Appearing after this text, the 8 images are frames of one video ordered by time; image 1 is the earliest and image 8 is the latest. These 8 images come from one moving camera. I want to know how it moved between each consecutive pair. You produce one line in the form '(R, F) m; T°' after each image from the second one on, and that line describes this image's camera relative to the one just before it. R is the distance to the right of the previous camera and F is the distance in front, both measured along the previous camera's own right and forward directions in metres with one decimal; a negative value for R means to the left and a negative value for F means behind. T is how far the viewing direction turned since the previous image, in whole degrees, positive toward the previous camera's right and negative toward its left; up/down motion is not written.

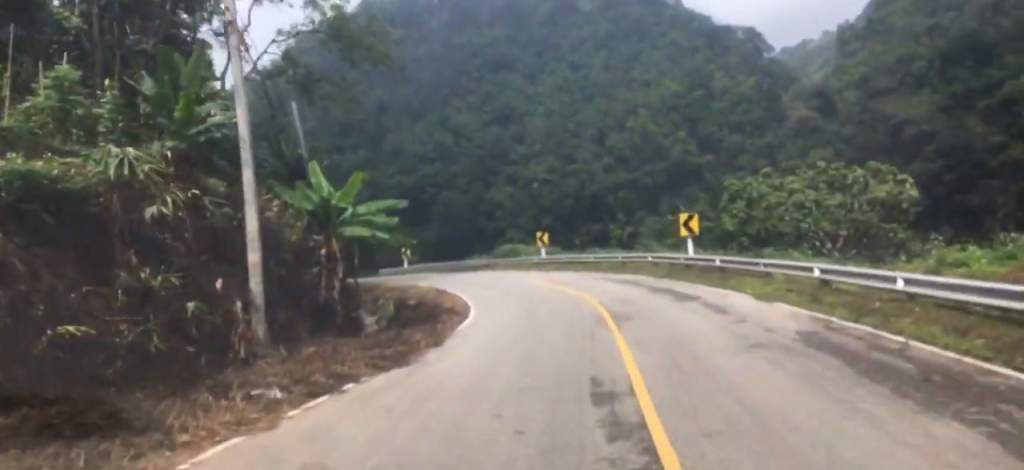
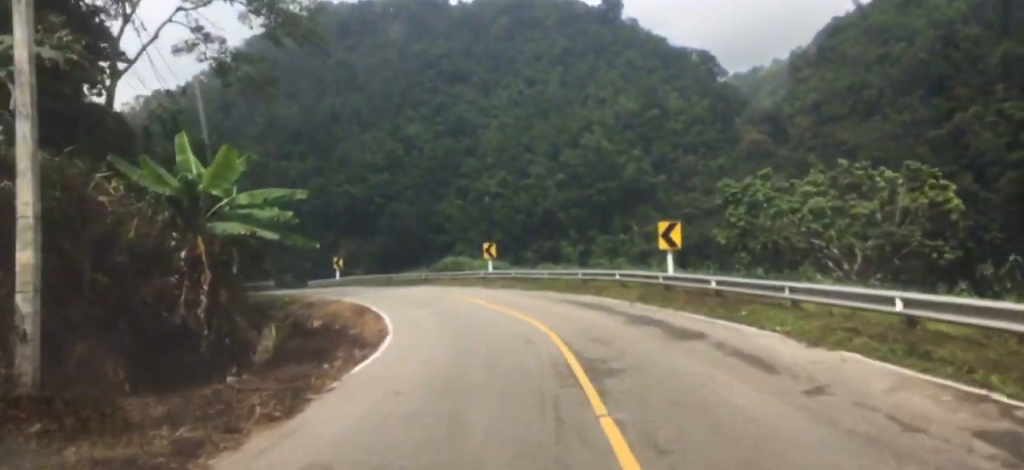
(+0.1, +6.6) m; +2°
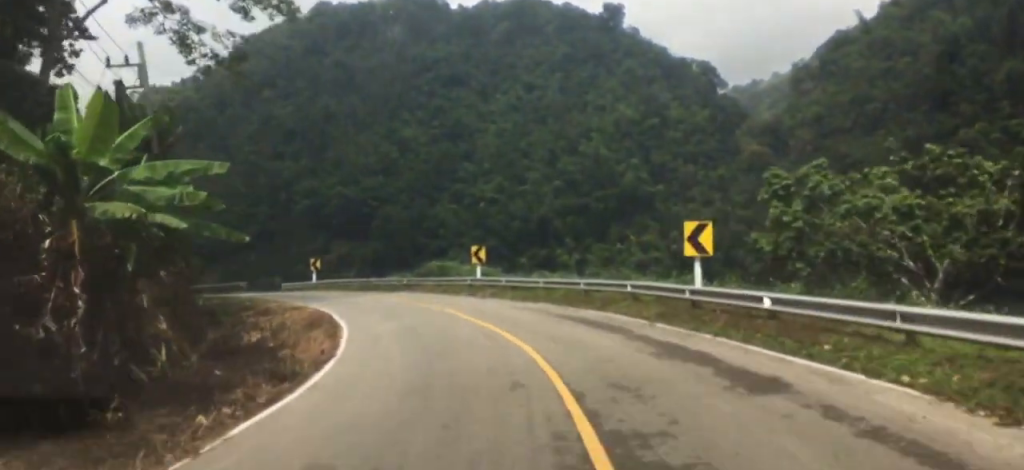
(-0.1, +5.0) m; +1°
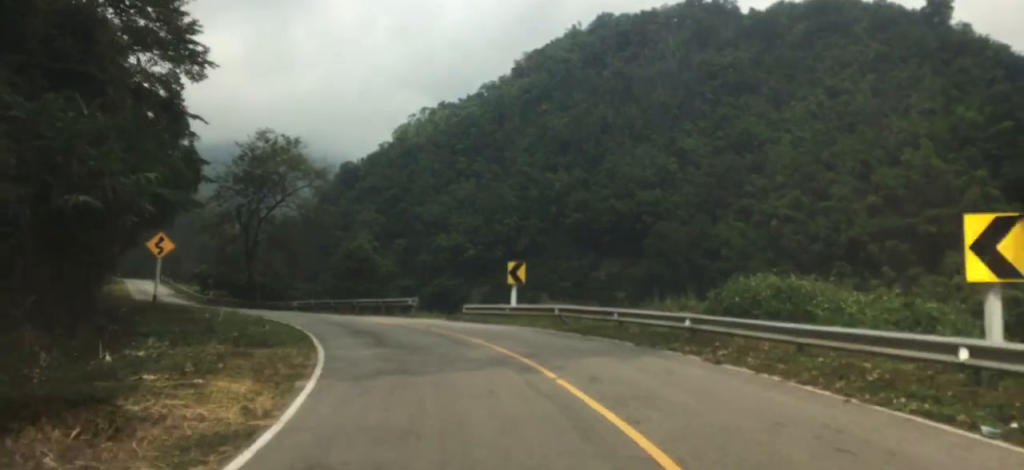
(-2.1, +27.8) m; -15°
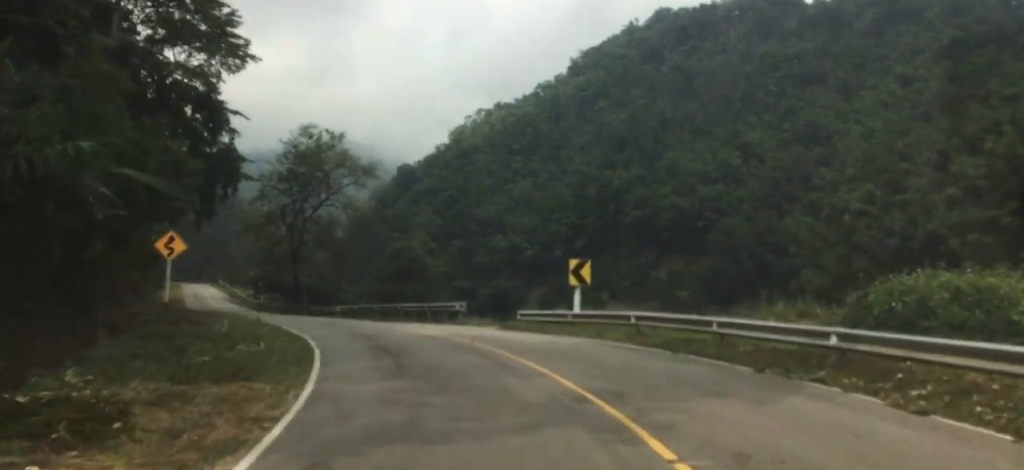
(-0.2, +4.8) m; -4°
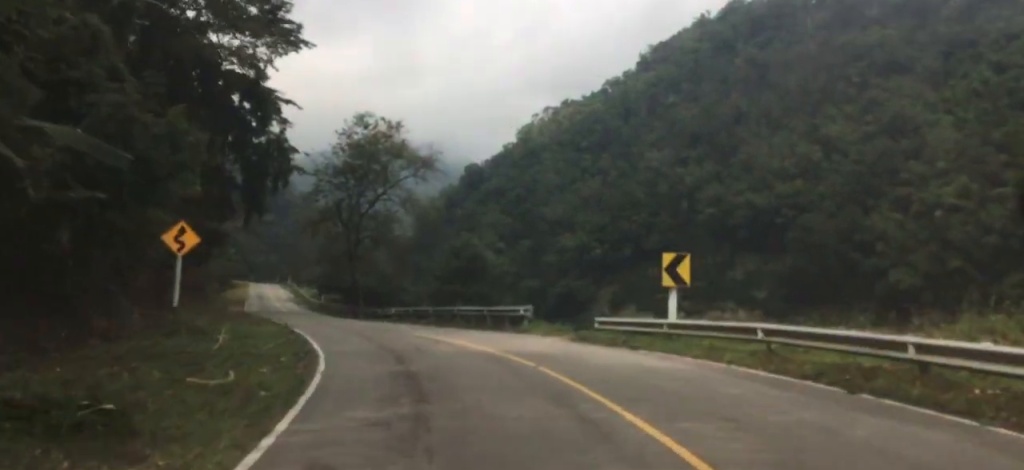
(-0.1, +5.2) m; -4°
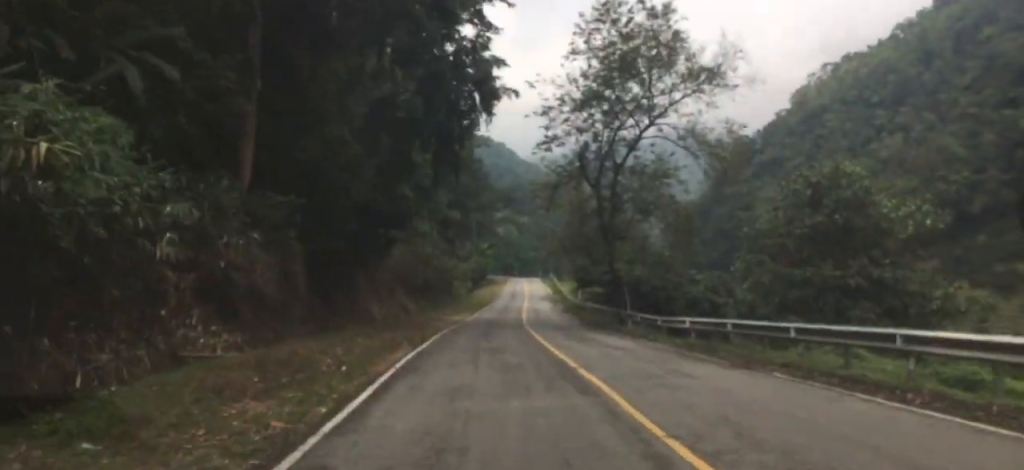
(-2.2, +22.0) m; -11°
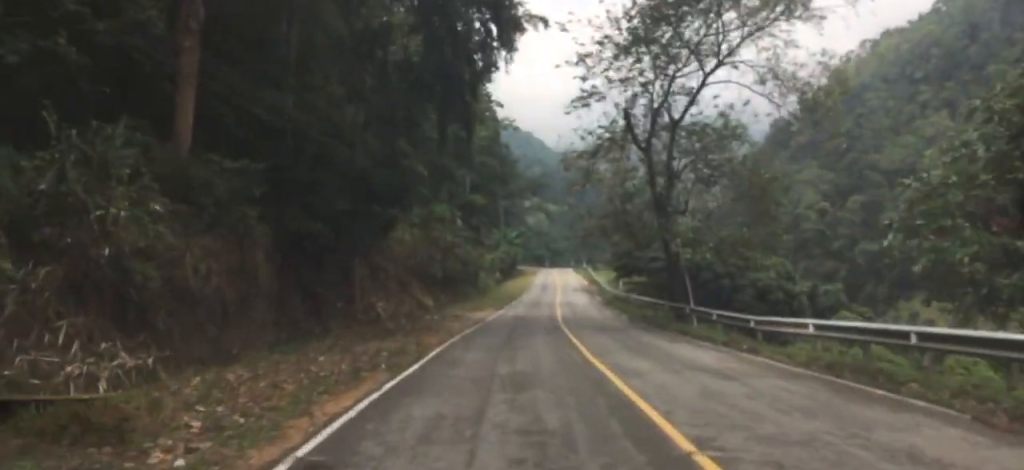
(-0.1, +7.5) m; -5°
